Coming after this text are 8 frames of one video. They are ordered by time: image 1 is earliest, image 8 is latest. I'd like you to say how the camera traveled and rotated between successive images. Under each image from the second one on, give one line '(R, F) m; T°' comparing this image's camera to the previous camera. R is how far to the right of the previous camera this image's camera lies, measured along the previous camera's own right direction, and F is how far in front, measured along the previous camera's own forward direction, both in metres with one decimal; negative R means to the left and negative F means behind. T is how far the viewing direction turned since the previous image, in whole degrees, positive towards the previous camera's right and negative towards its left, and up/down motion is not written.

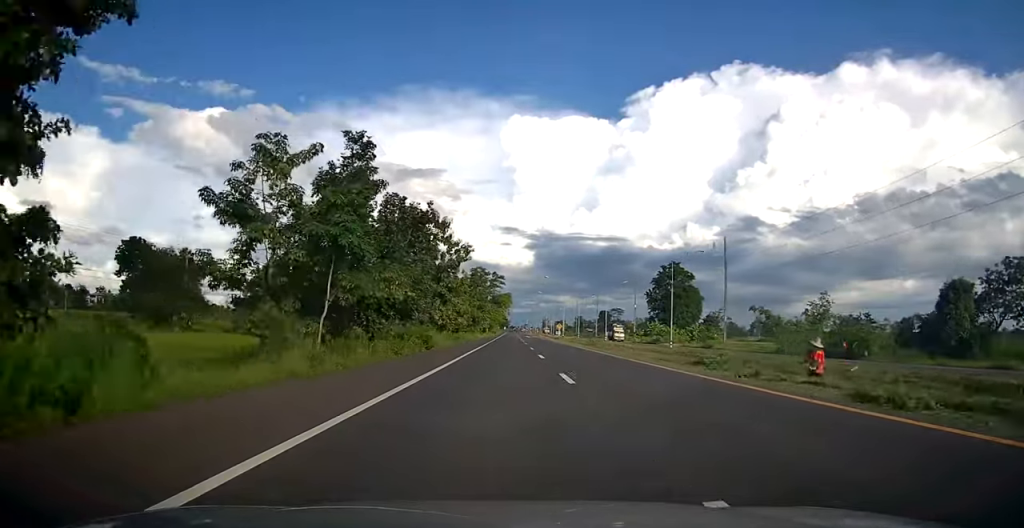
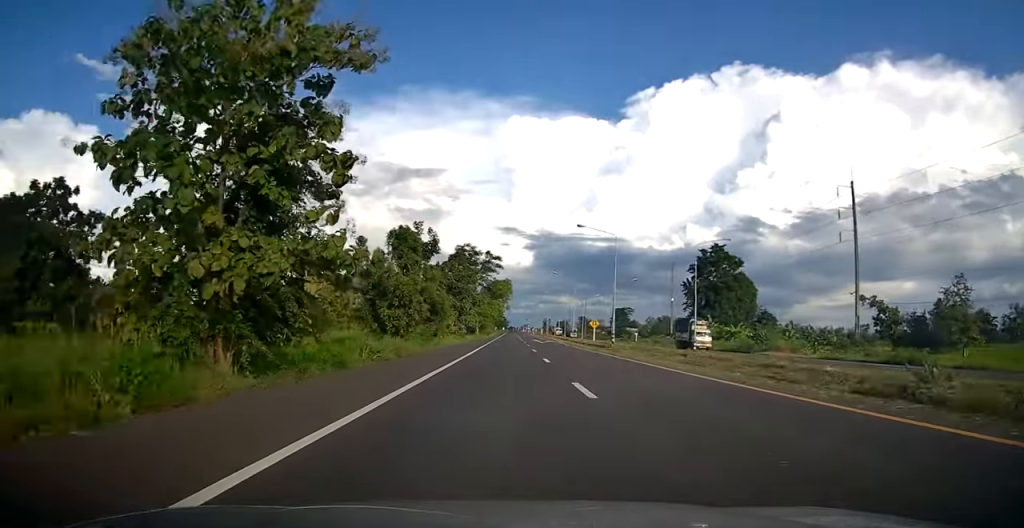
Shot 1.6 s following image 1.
(0.0, +41.6) m; 0°
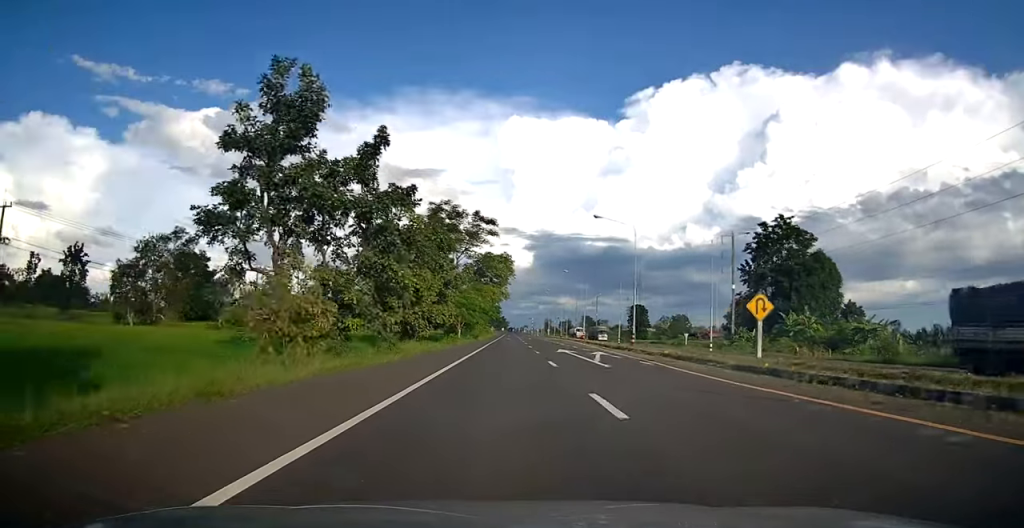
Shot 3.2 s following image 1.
(+0.1, +38.7) m; 0°
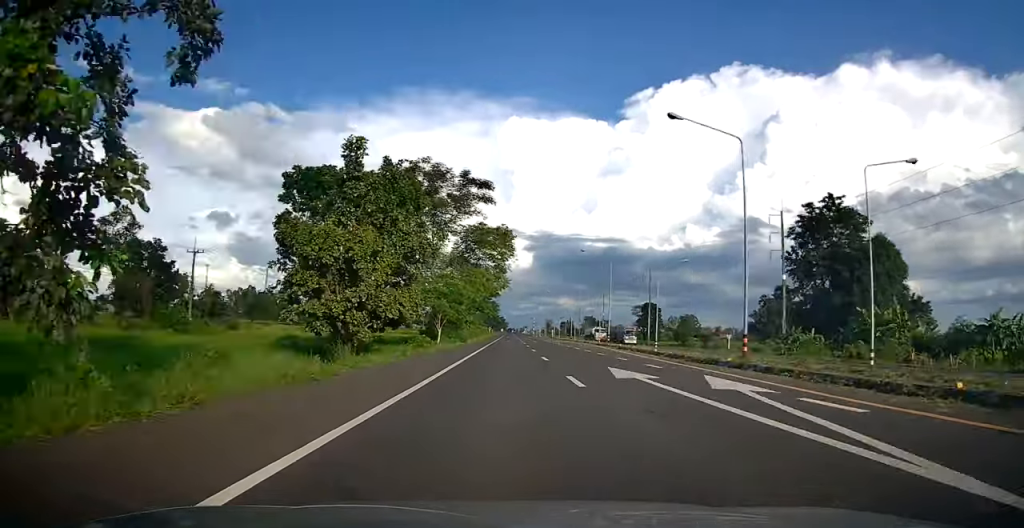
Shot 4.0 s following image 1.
(-0.1, +19.4) m; 0°
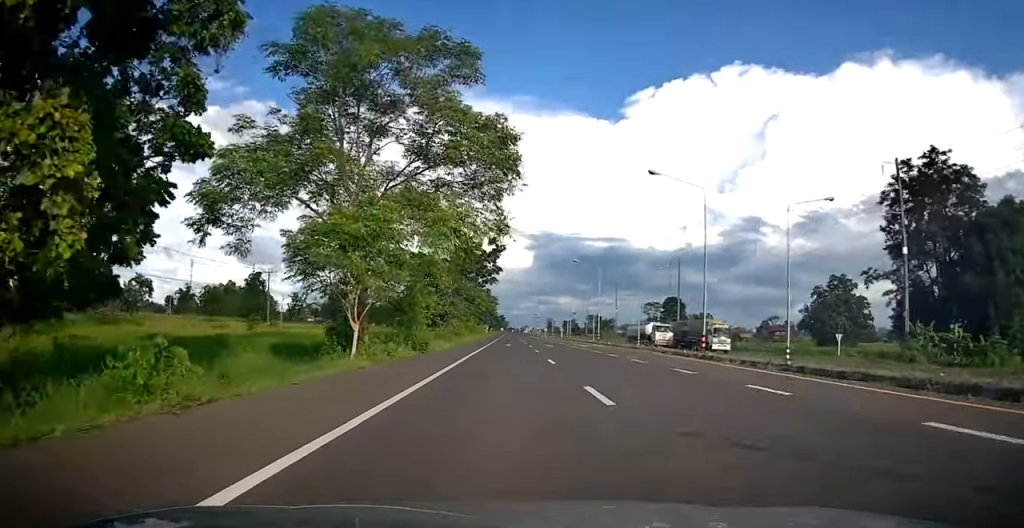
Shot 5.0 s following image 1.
(0.0, +27.2) m; 0°
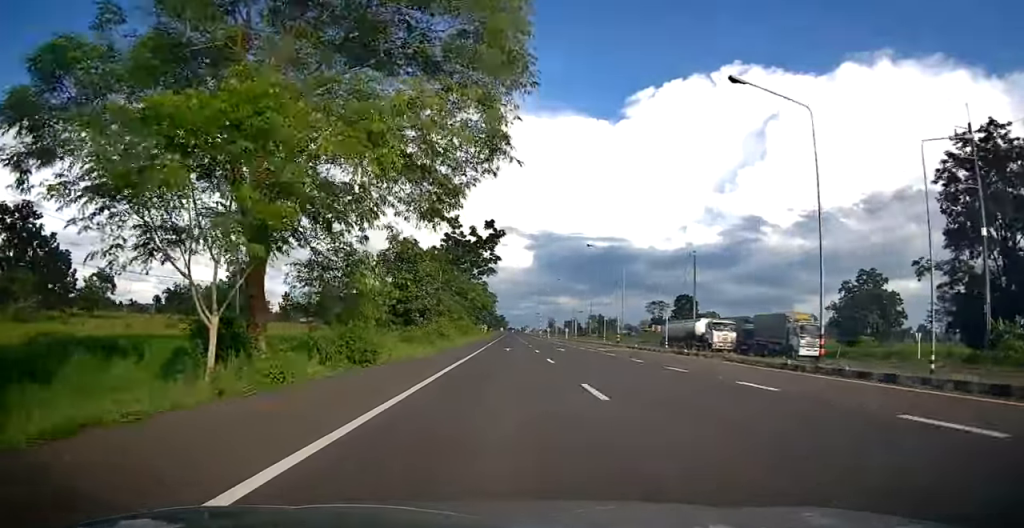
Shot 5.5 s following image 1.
(0.0, +11.3) m; 0°
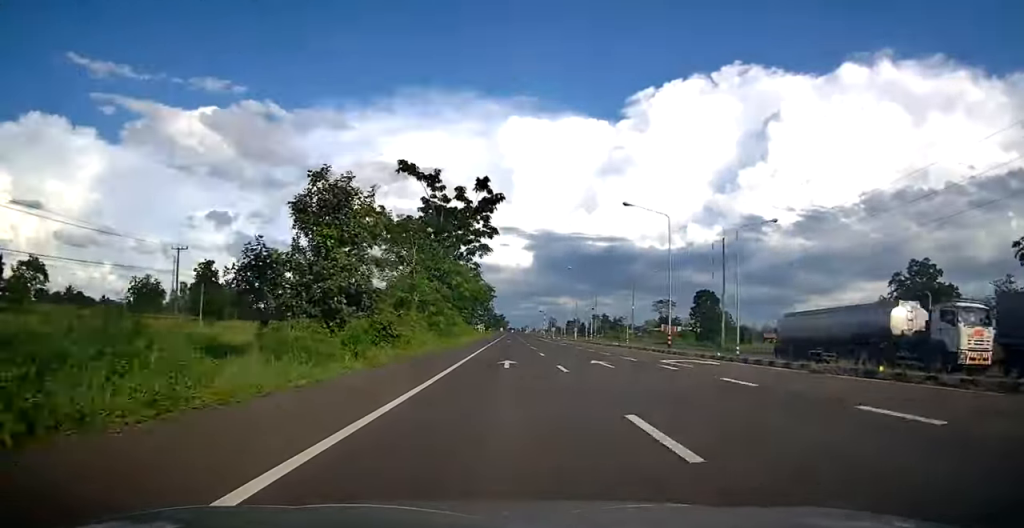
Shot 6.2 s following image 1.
(0.0, +16.8) m; 0°
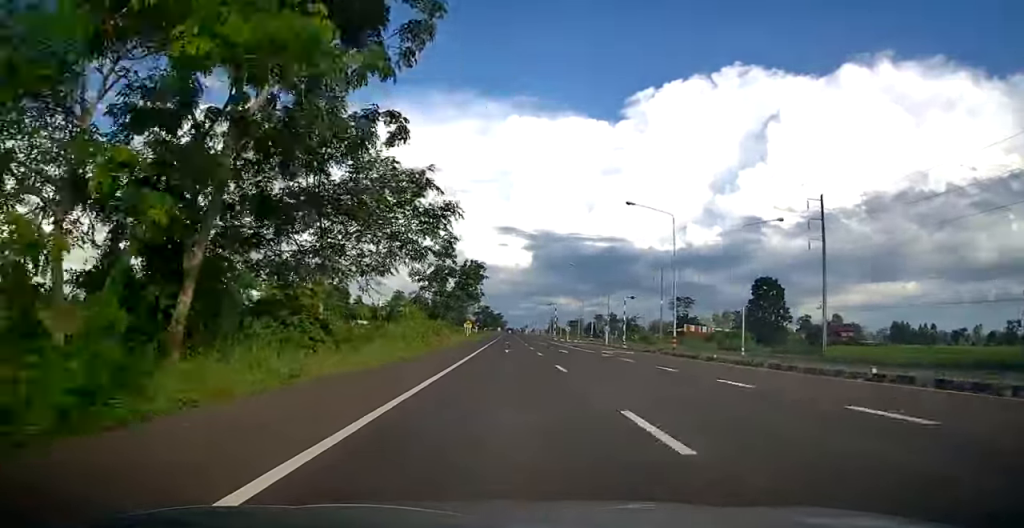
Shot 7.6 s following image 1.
(+0.1, +35.6) m; 0°
